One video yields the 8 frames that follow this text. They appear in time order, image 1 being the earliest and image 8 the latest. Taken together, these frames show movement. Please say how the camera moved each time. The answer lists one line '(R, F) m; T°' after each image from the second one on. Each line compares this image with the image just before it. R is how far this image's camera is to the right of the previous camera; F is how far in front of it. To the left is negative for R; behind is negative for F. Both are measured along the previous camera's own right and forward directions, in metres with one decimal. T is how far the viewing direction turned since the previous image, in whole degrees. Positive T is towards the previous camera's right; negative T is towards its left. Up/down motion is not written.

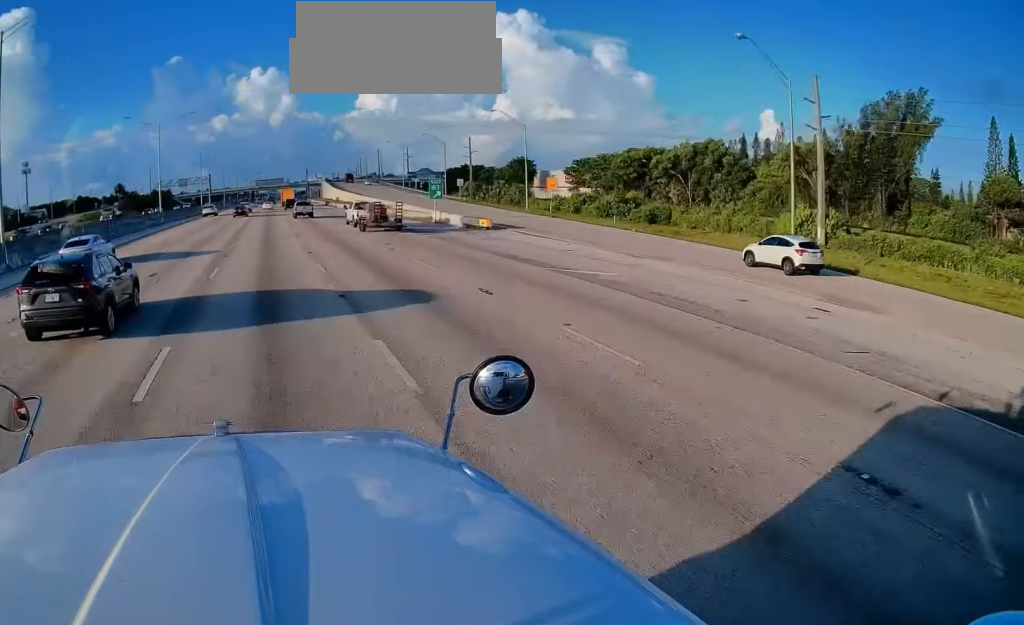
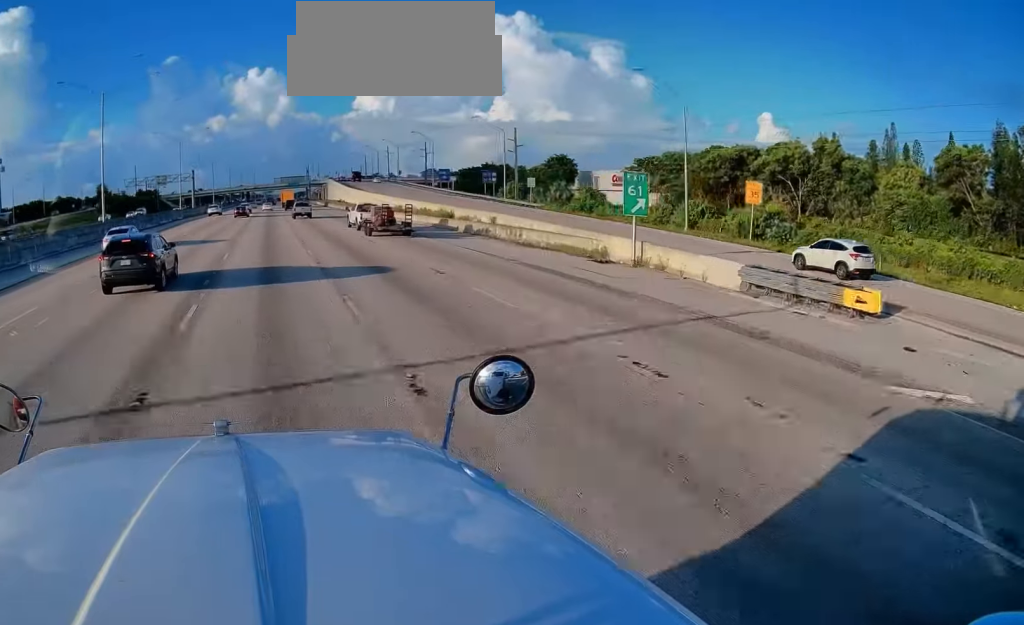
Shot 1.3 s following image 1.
(+0.4, +32.2) m; 0°
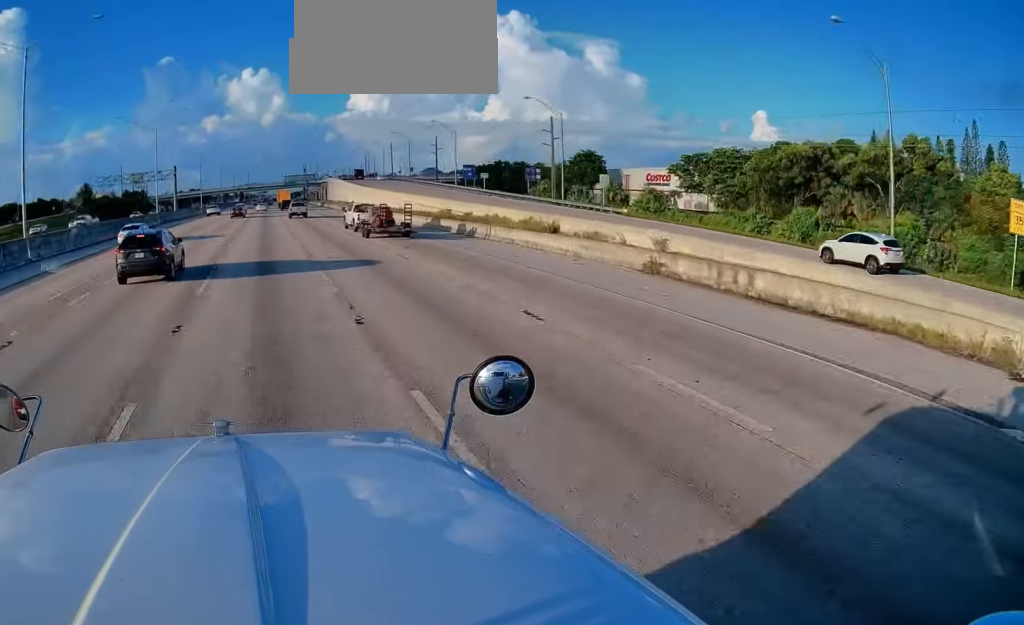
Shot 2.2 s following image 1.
(-0.2, +20.2) m; 0°
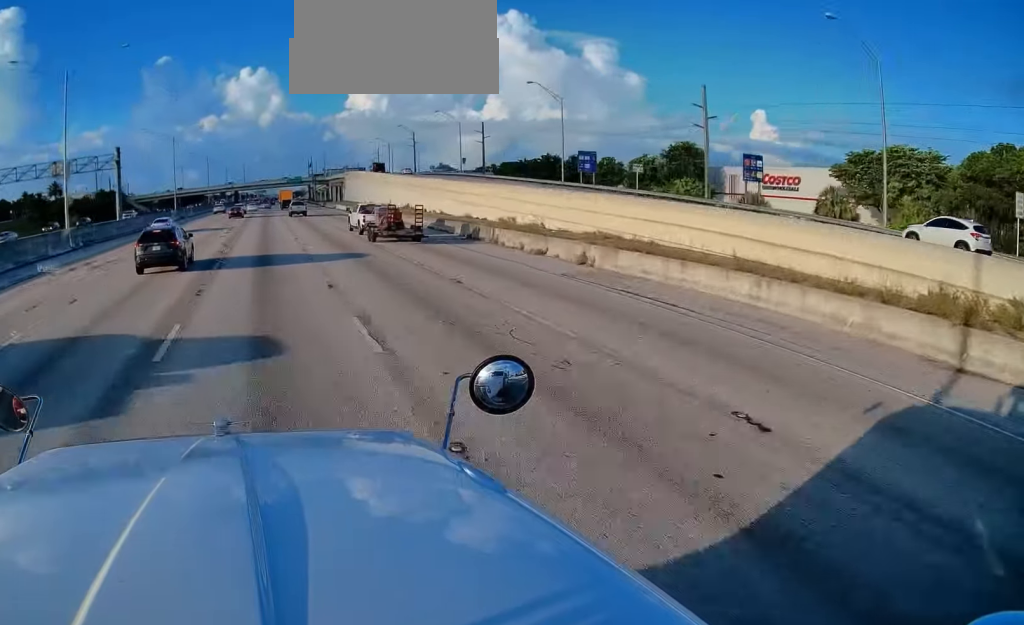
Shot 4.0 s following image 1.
(0.0, +45.9) m; 0°
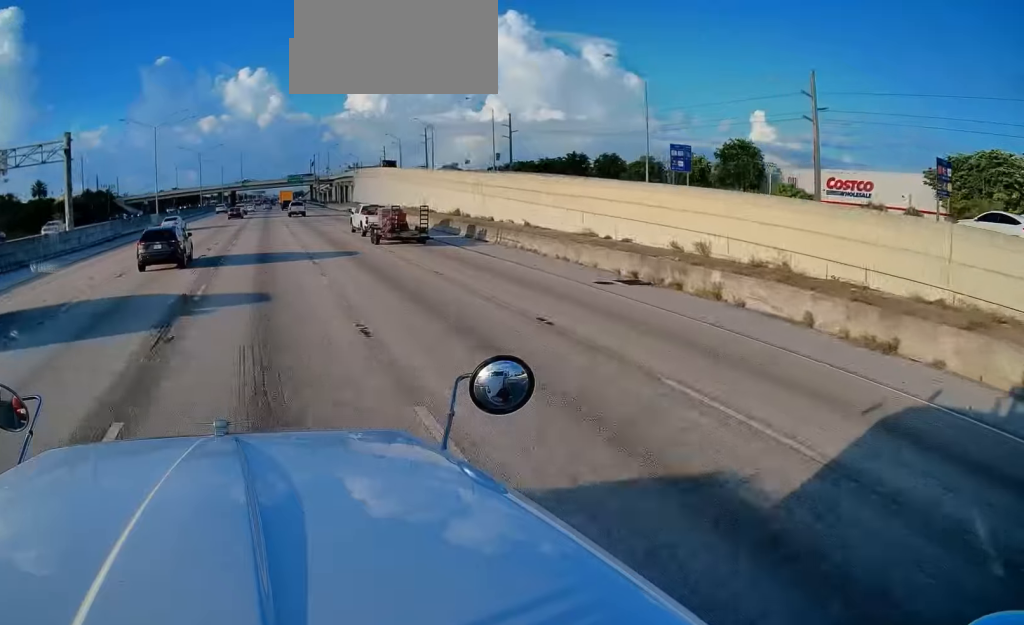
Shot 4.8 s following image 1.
(0.0, +19.0) m; 0°
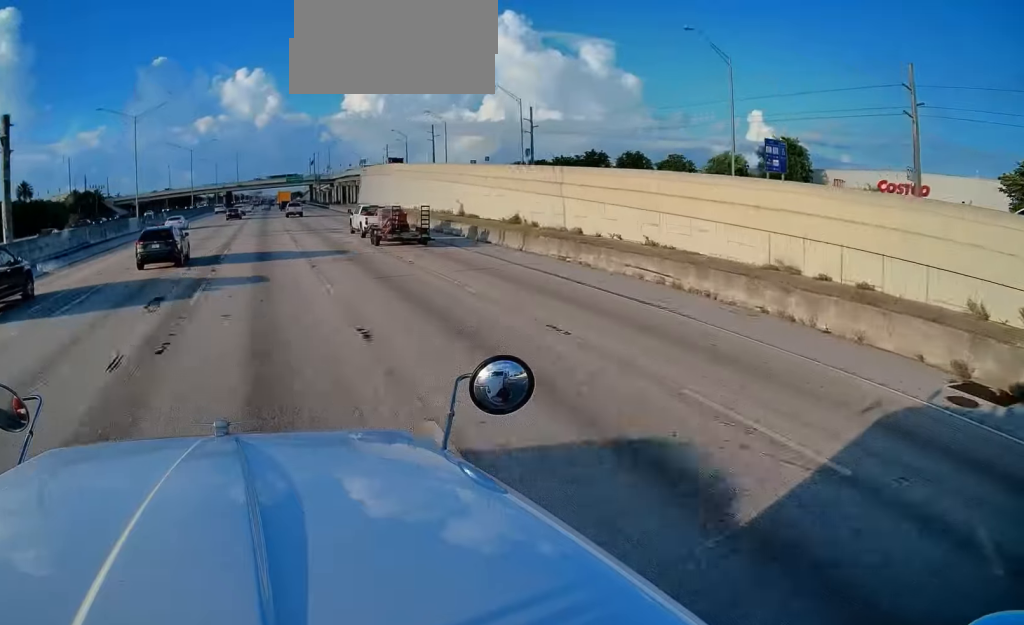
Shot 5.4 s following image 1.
(+0.1, +14.1) m; +1°
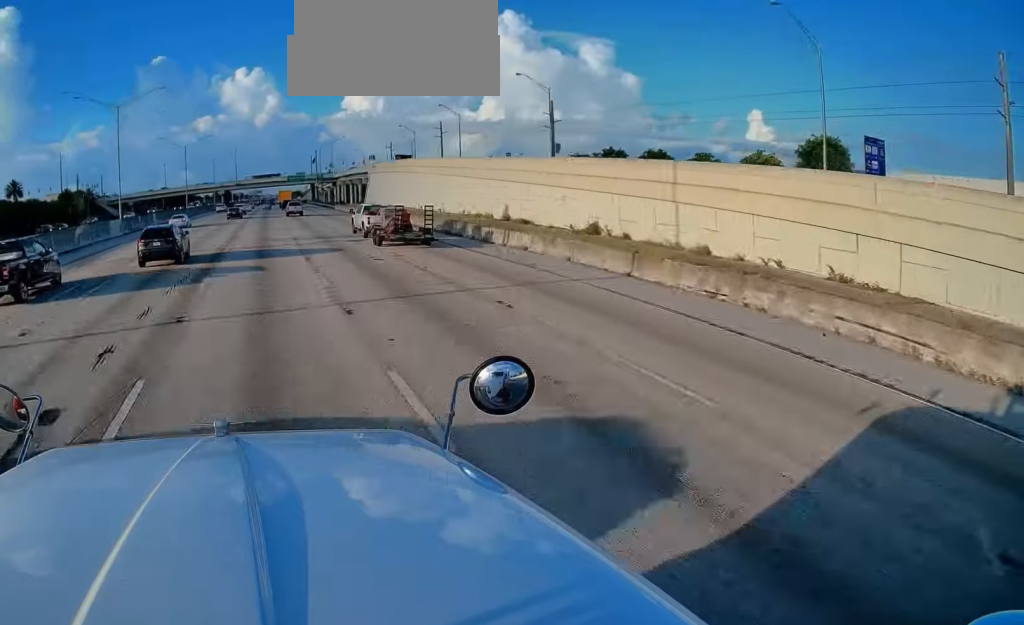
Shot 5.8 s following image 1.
(0.0, +10.8) m; 0°
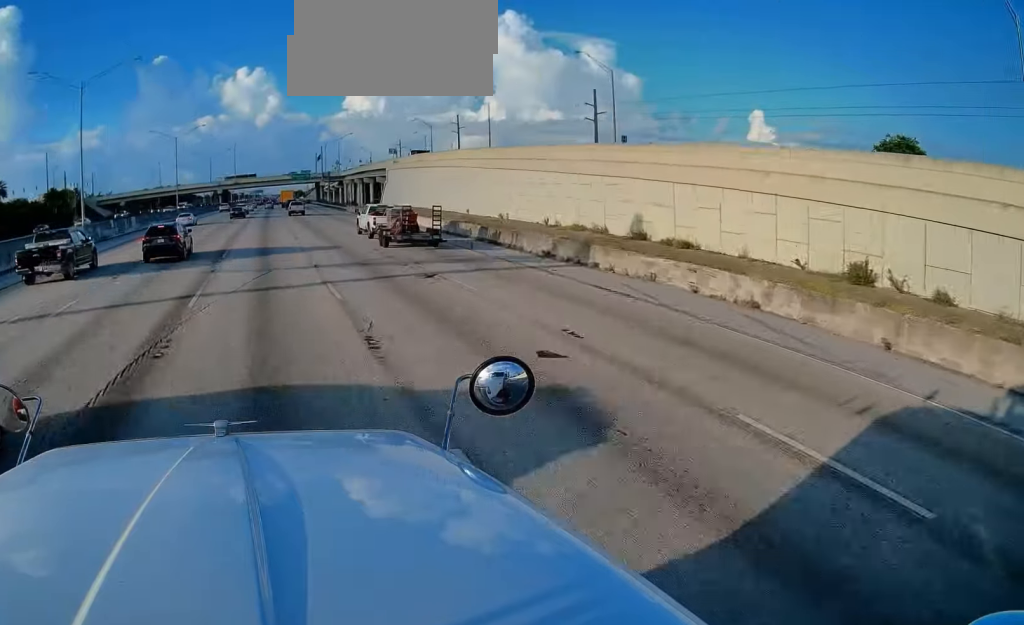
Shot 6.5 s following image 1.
(0.0, +17.0) m; 0°
